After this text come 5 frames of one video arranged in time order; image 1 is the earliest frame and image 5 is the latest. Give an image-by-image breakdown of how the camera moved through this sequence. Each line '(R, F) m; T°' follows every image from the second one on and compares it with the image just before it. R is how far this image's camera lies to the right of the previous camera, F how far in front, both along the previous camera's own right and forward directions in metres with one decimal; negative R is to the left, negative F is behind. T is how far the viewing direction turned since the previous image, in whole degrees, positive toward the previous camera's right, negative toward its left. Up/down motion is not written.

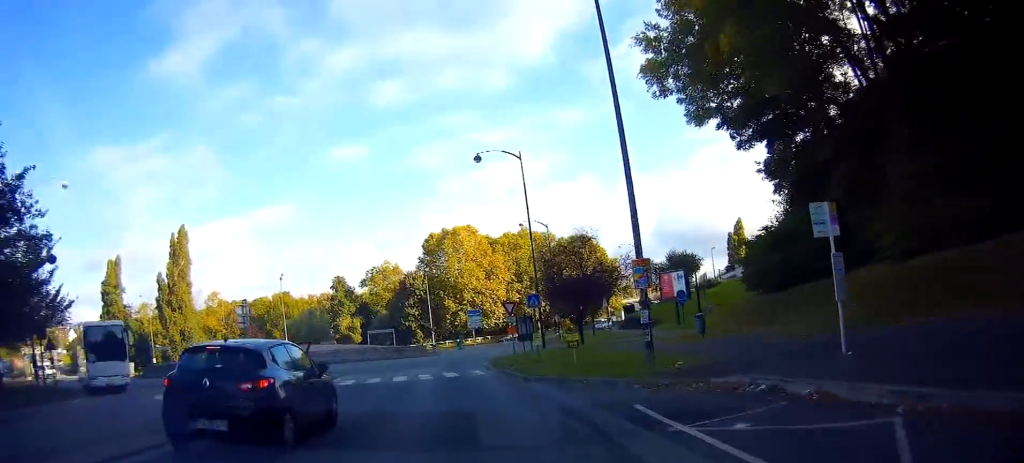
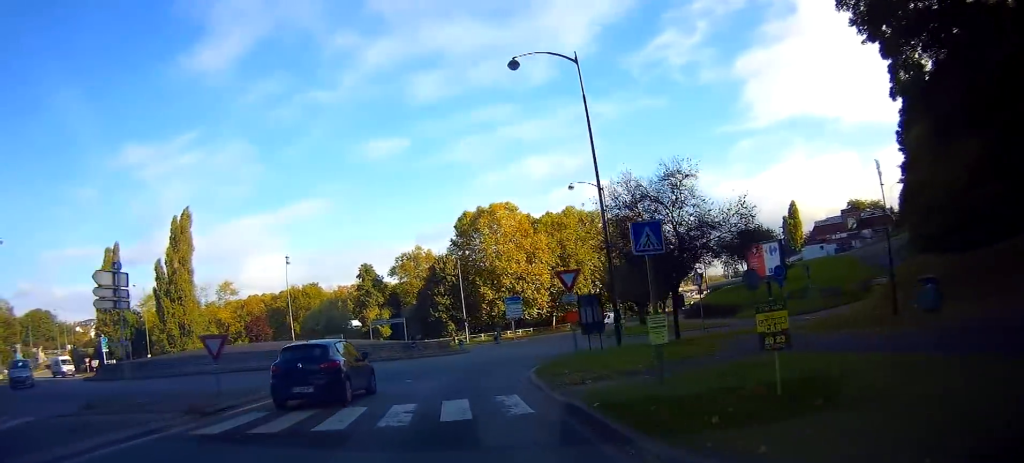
(-0.2, +12.9) m; -2°
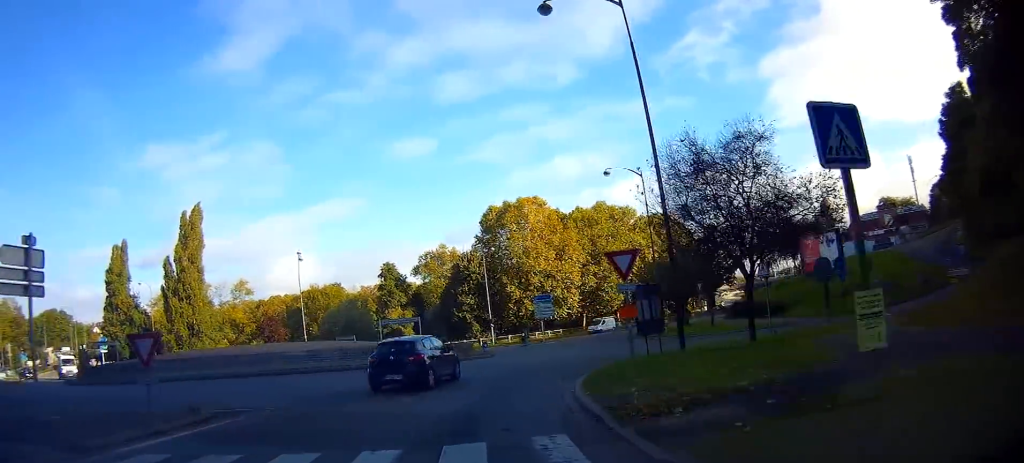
(-0.1, +5.0) m; -2°
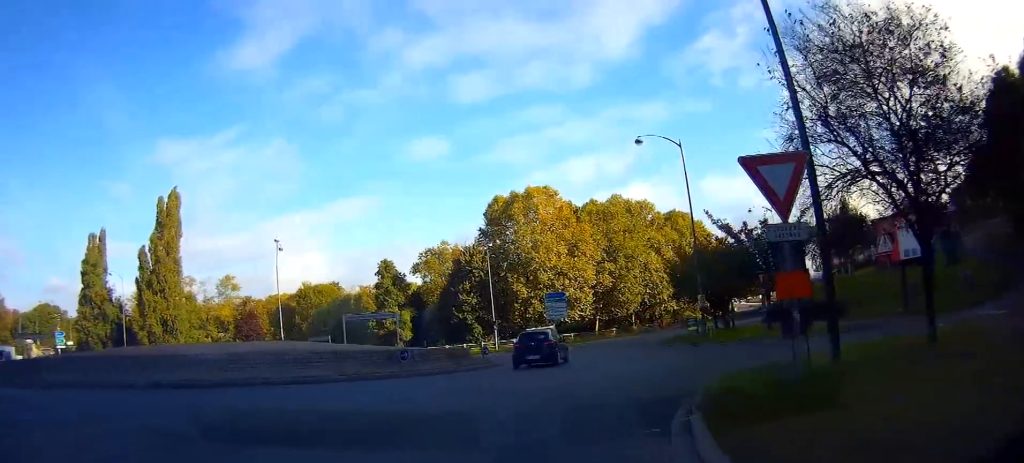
(-0.3, +8.0) m; 0°
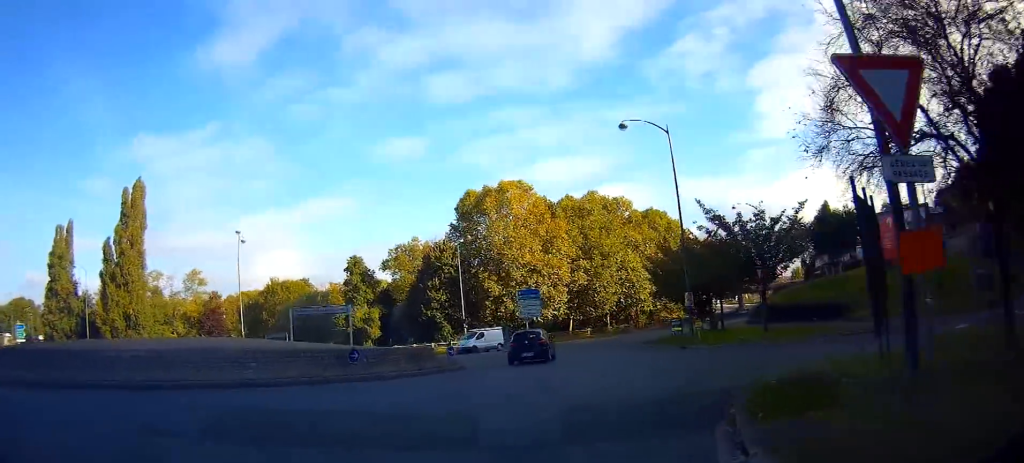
(0.0, +2.8) m; +3°
